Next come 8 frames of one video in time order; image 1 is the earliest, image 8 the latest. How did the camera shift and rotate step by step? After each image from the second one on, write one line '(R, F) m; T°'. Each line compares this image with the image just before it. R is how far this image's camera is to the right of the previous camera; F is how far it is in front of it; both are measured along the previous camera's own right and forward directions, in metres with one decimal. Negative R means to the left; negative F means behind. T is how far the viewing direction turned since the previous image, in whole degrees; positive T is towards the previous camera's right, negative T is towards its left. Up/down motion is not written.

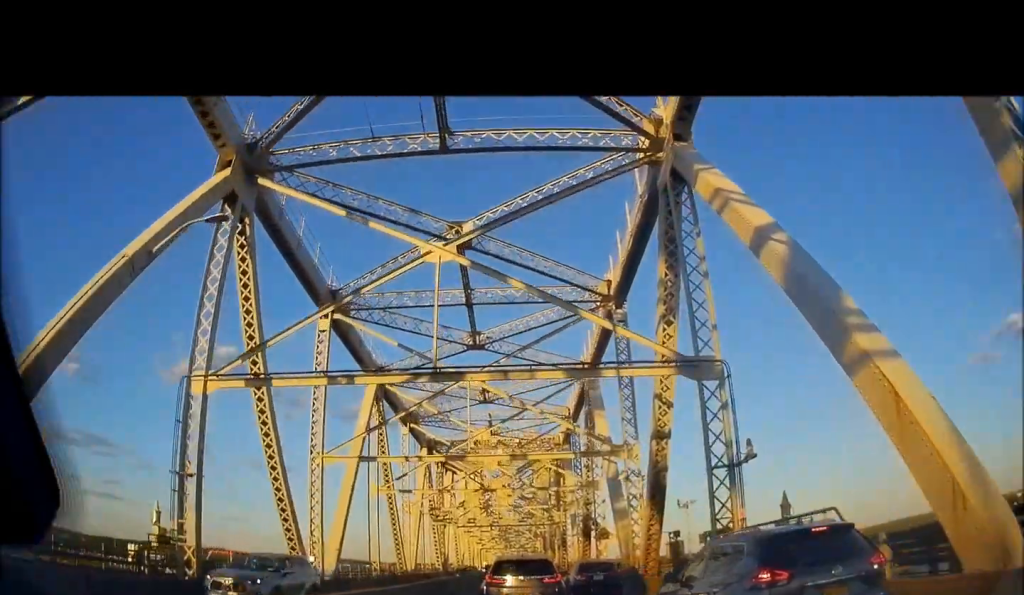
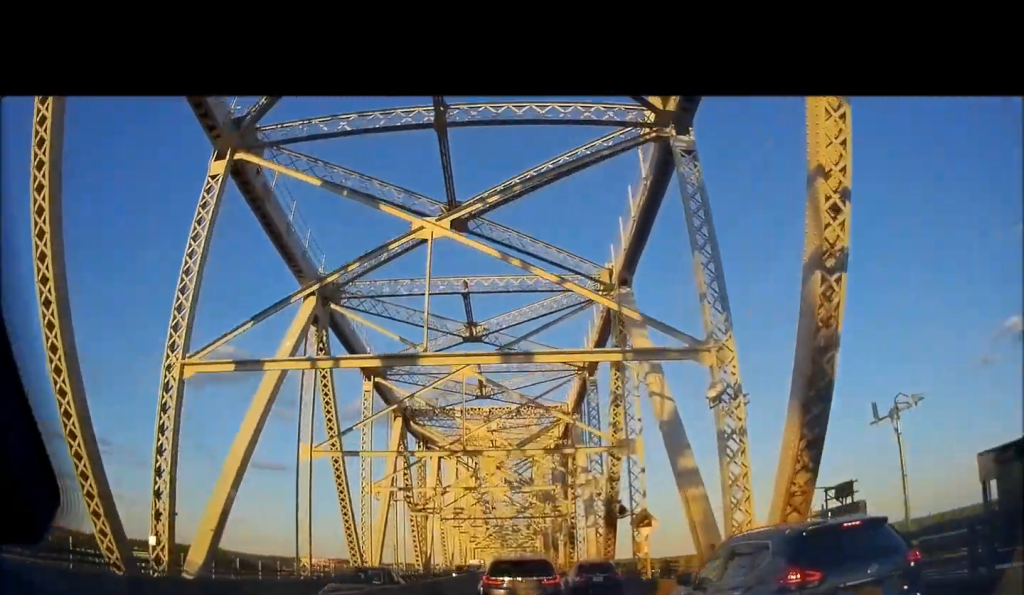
(+0.3, +13.1) m; +1°
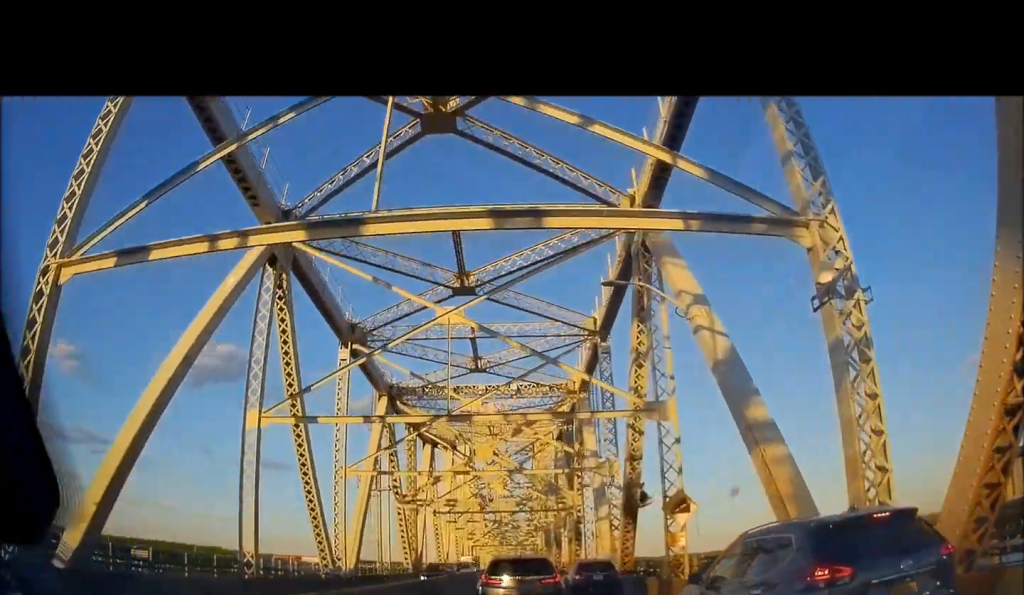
(+0.2, +5.8) m; 0°
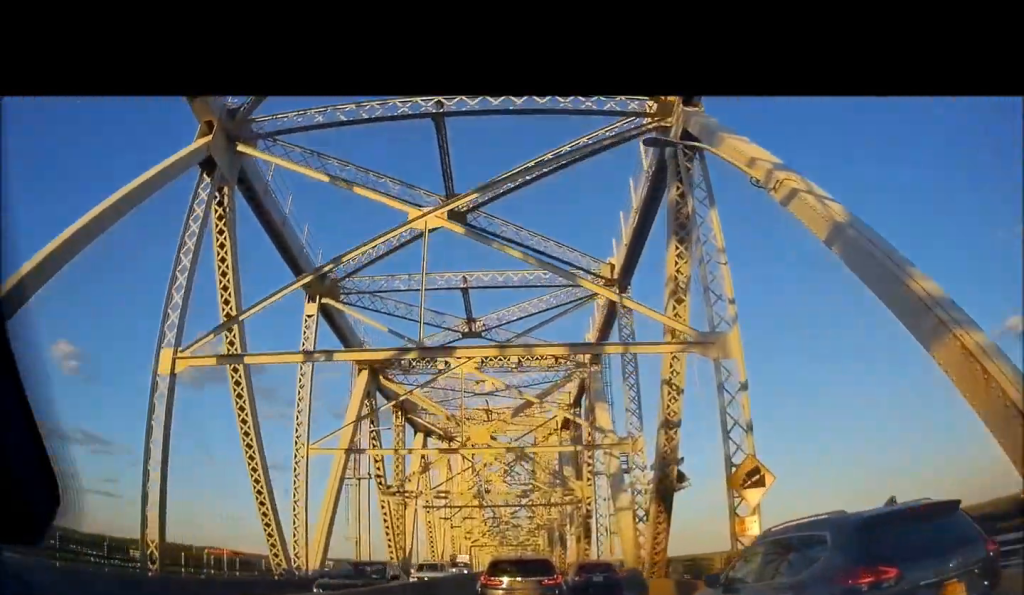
(-0.2, +6.2) m; -1°
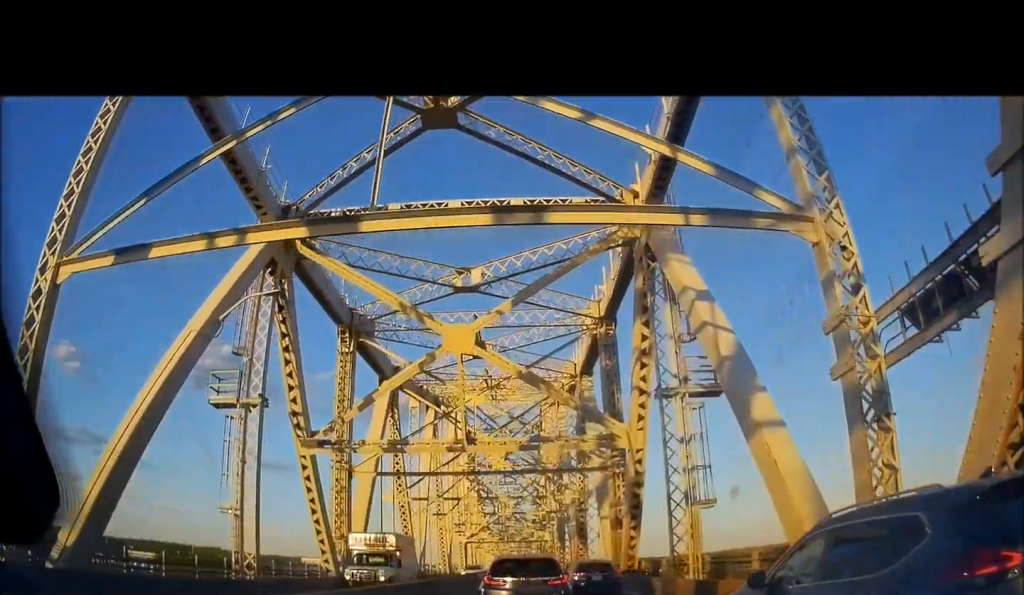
(-0.3, +17.0) m; -1°
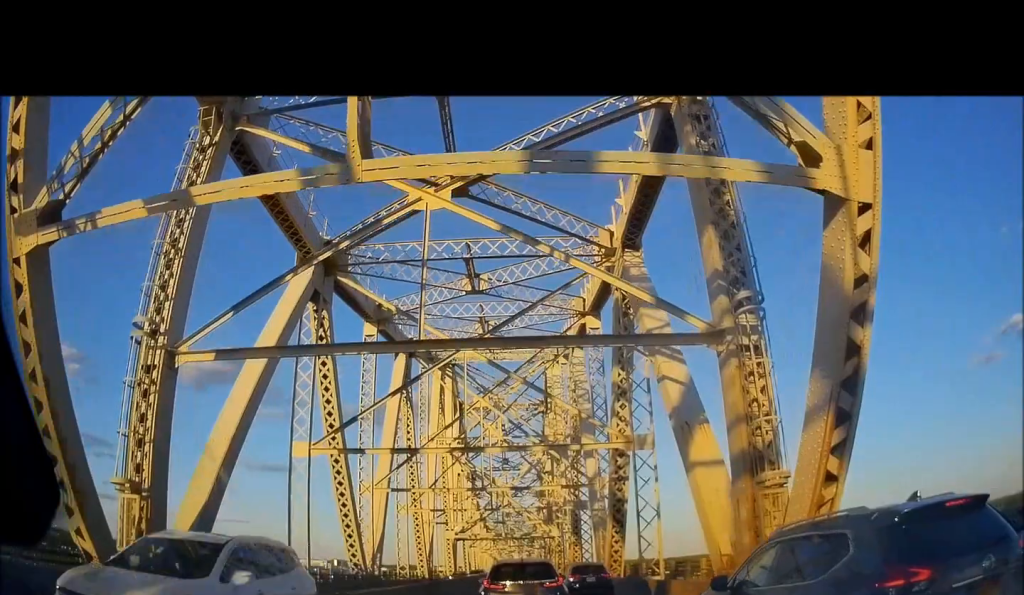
(-0.1, +18.4) m; +1°
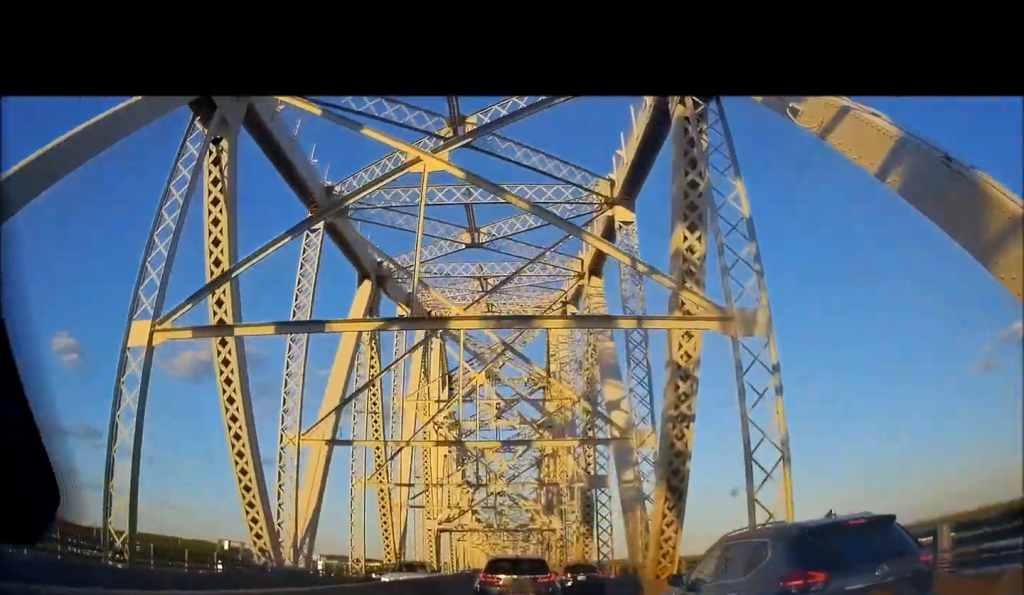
(+0.1, +12.3) m; +1°
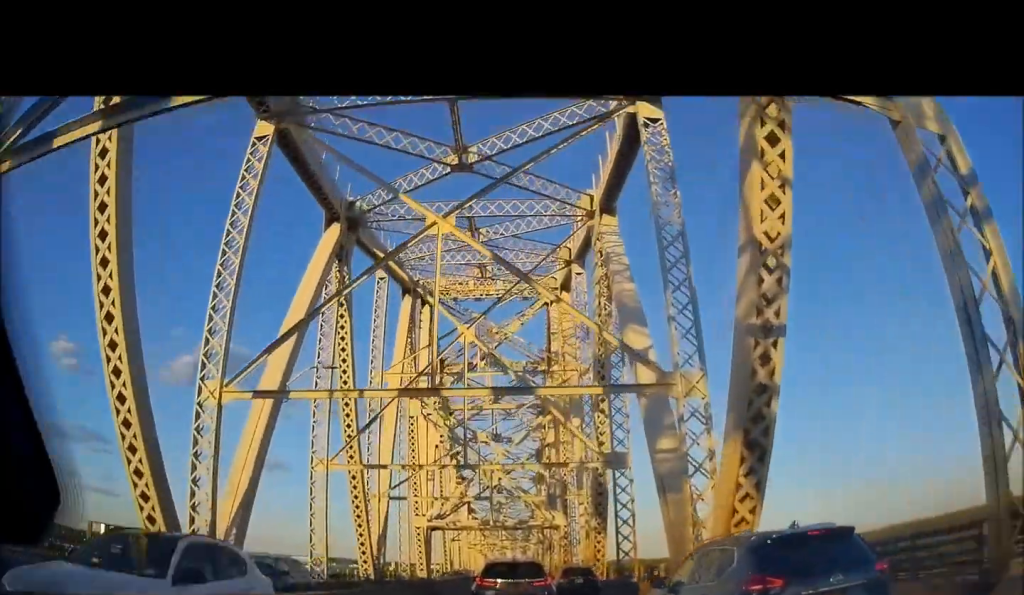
(+0.4, +6.8) m; -1°
